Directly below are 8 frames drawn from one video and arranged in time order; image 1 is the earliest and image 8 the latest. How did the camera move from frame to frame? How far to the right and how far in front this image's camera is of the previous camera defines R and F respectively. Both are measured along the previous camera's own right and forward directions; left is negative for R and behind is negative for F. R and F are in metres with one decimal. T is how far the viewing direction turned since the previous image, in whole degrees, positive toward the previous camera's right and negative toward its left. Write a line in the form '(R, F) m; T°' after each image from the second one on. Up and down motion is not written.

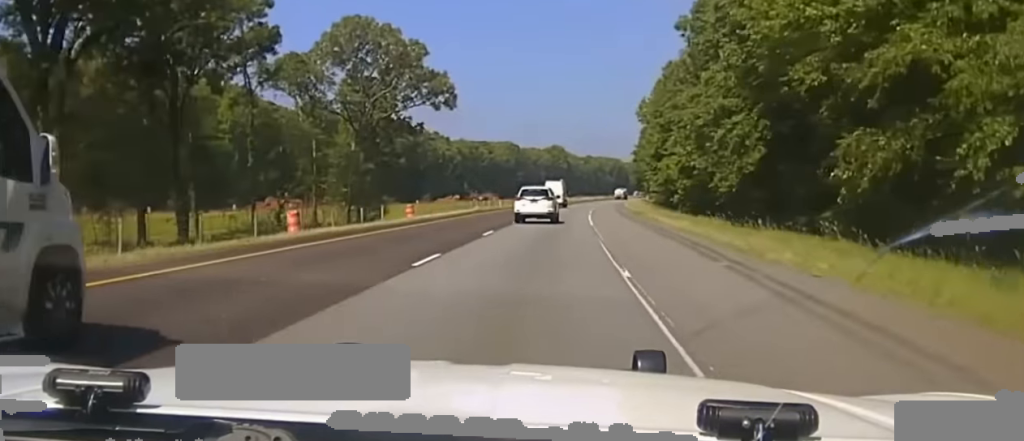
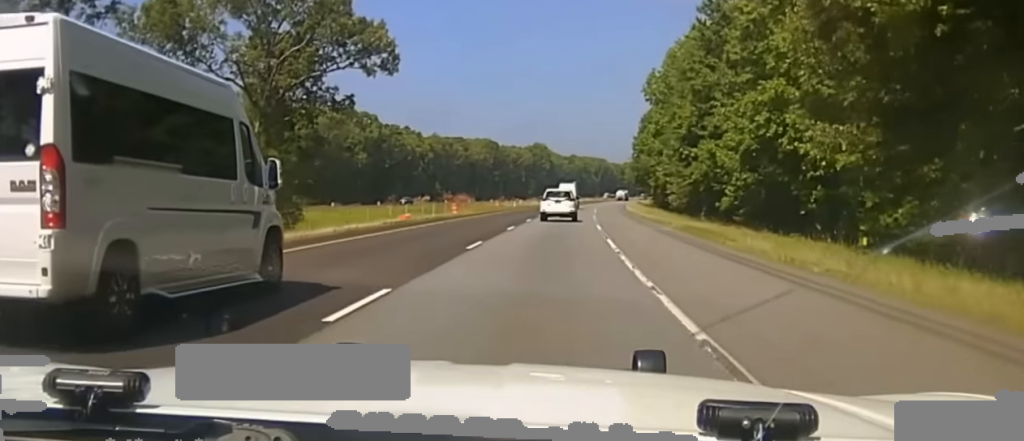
(+0.2, +26.7) m; +1°
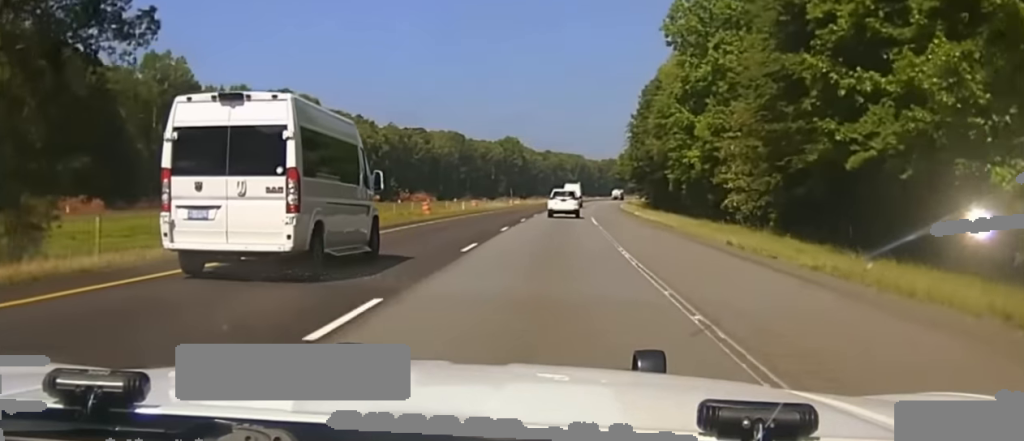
(+0.3, +28.3) m; +1°
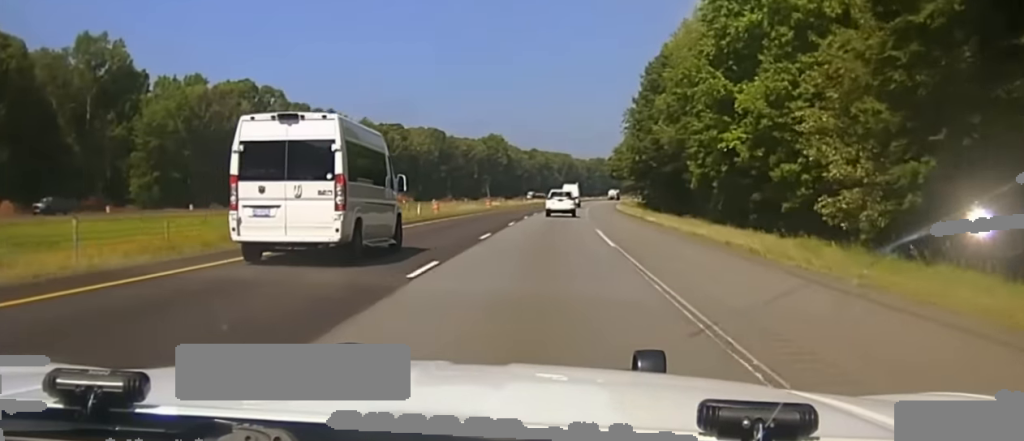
(0.0, +15.2) m; 0°
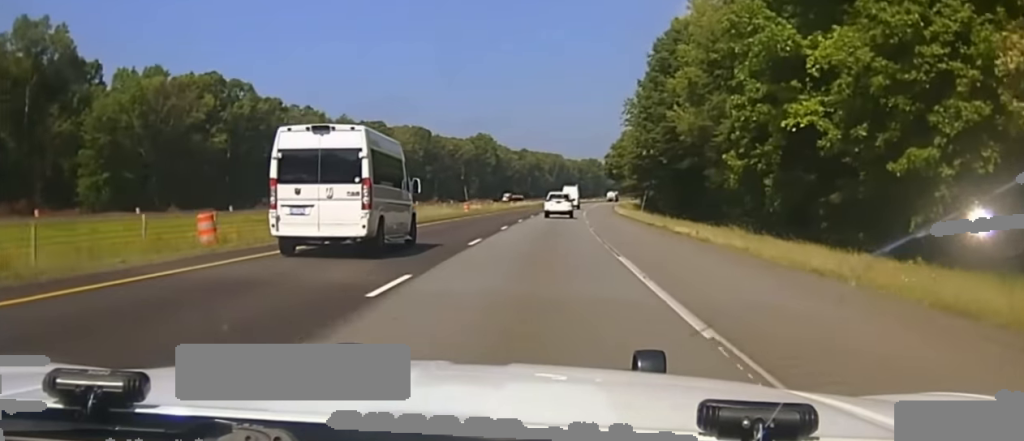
(0.0, +13.3) m; 0°
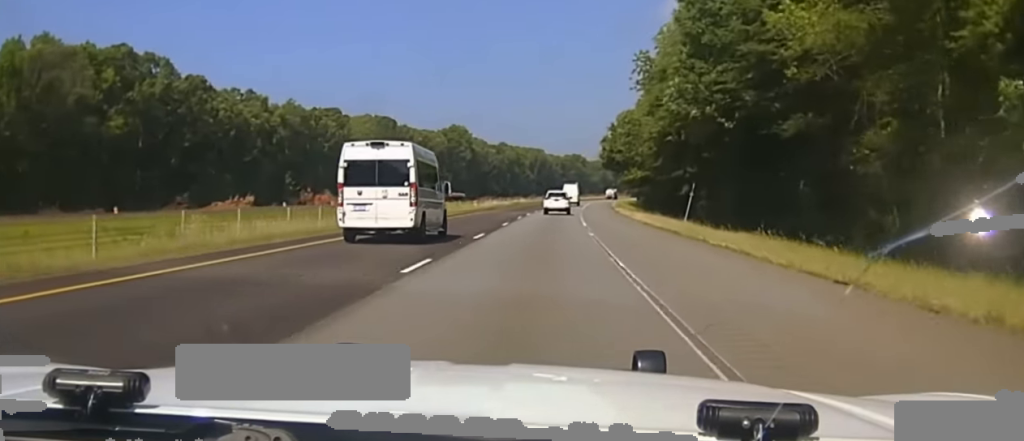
(+0.4, +35.7) m; +2°
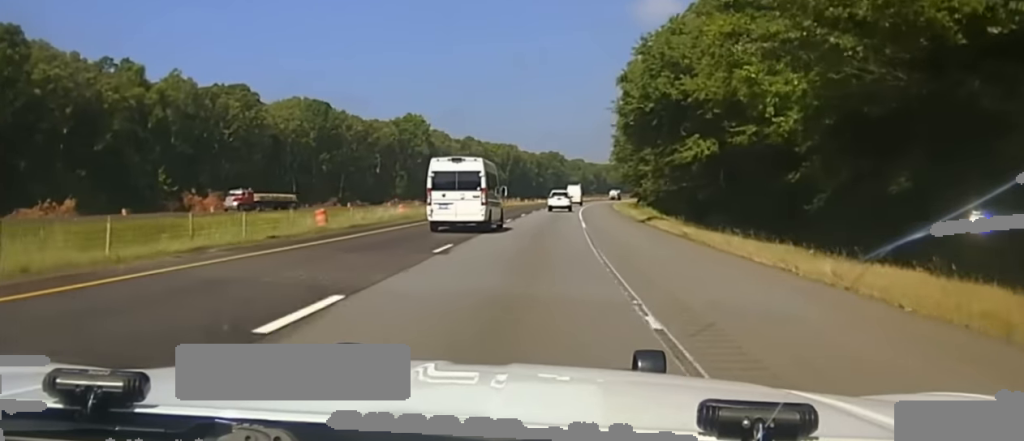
(+1.7, +65.8) m; +2°
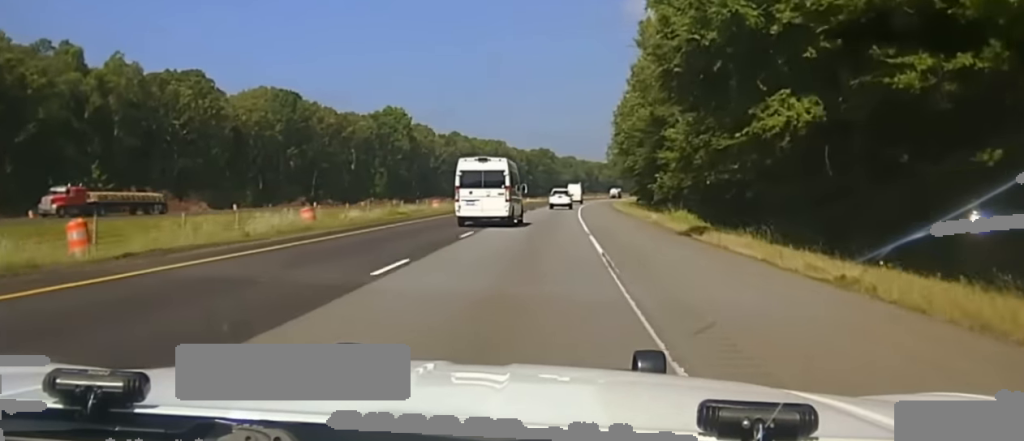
(+0.1, +21.4) m; 0°
